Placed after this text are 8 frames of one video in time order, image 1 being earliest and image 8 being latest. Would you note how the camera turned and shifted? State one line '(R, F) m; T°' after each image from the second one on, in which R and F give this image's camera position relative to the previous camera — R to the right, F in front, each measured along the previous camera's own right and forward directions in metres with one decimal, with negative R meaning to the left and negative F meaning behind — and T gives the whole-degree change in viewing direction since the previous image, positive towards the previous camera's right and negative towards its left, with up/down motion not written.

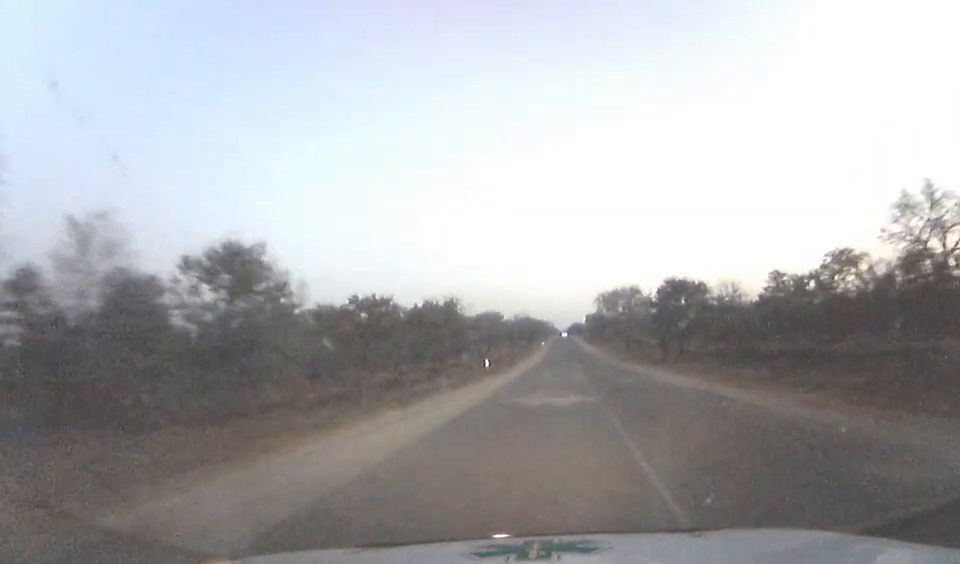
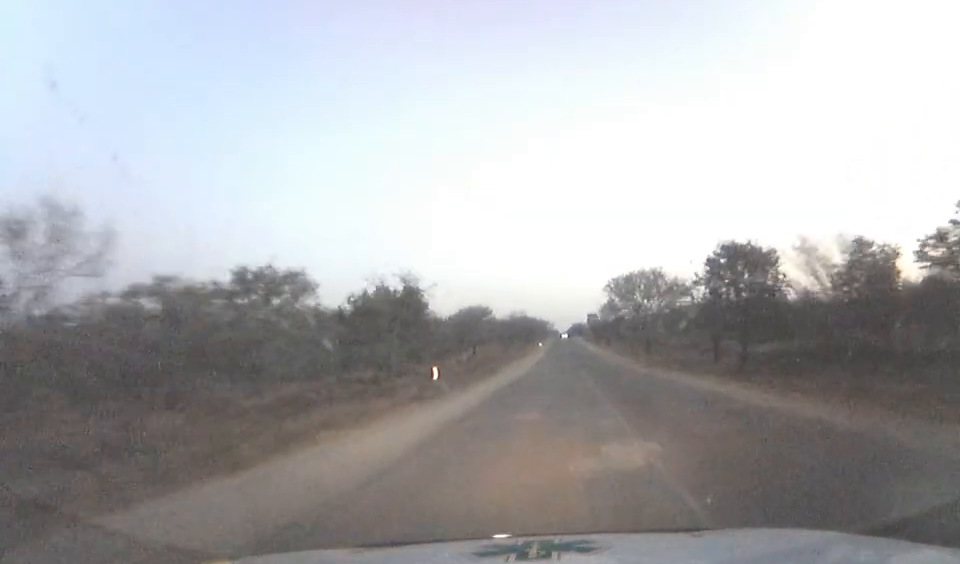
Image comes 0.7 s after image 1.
(0.0, +24.8) m; 0°
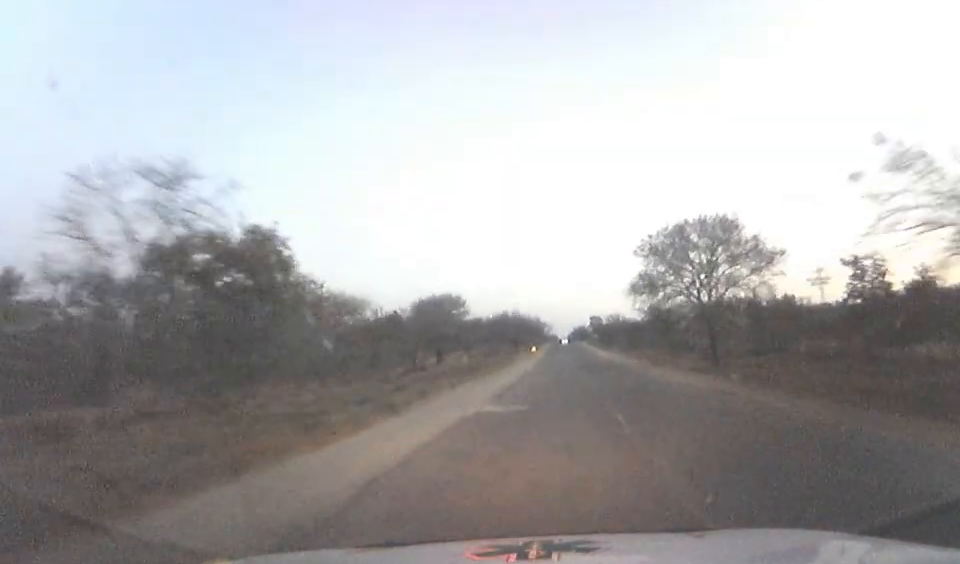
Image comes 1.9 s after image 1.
(0.0, +38.7) m; 0°
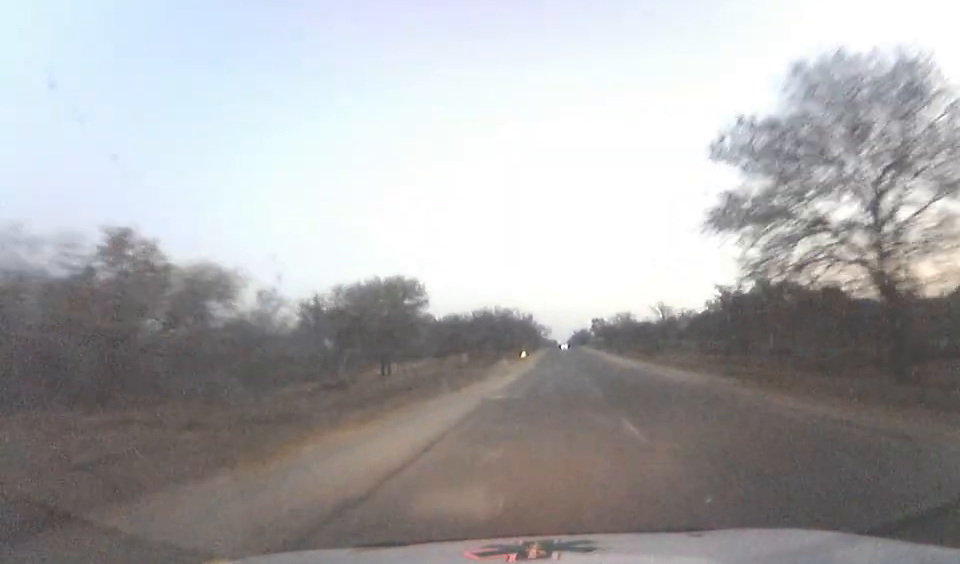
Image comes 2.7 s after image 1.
(-0.1, +27.5) m; 0°
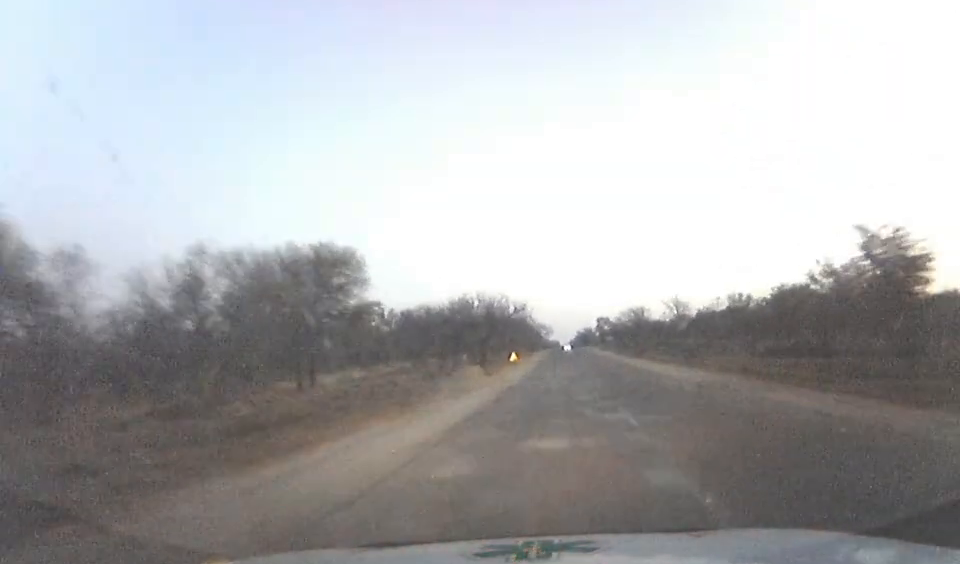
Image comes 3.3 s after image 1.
(-0.1, +20.7) m; 0°
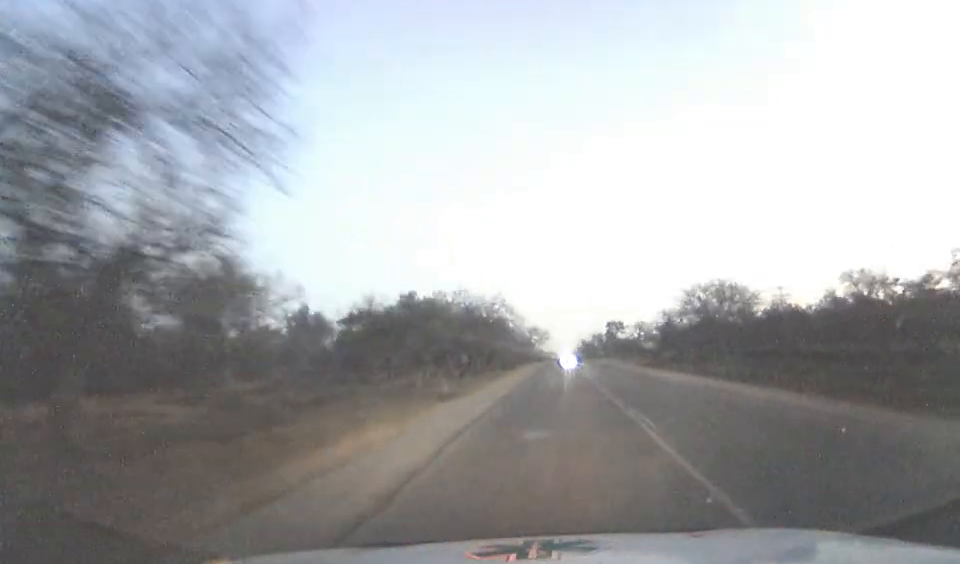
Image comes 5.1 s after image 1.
(+0.2, +62.6) m; 0°
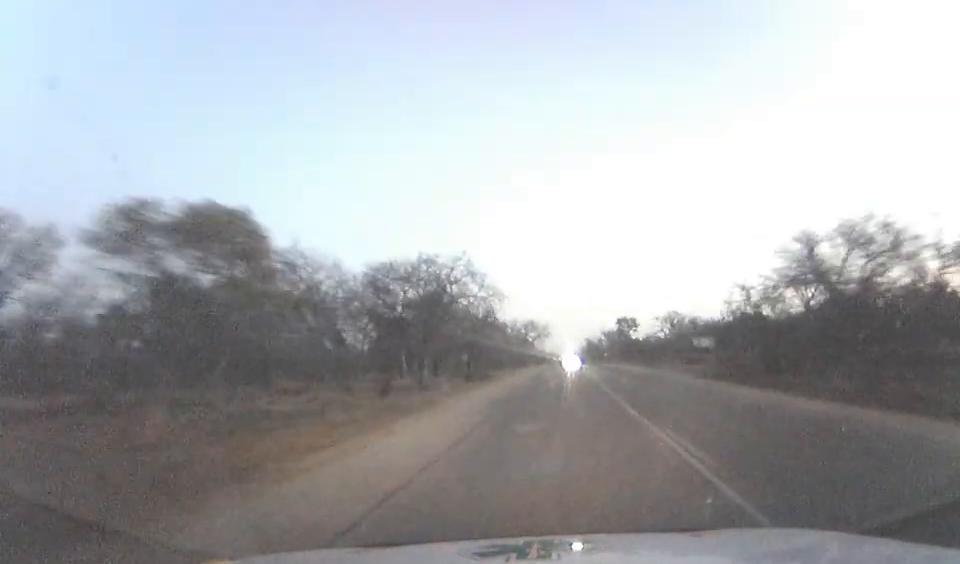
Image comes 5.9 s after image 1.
(0.0, +27.9) m; 0°
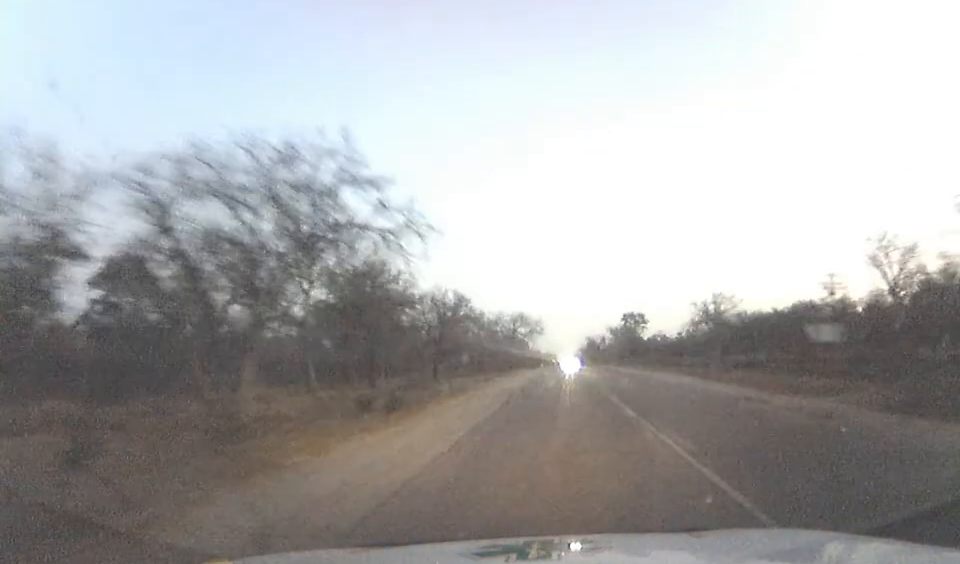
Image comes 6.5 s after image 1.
(0.0, +23.1) m; 0°
